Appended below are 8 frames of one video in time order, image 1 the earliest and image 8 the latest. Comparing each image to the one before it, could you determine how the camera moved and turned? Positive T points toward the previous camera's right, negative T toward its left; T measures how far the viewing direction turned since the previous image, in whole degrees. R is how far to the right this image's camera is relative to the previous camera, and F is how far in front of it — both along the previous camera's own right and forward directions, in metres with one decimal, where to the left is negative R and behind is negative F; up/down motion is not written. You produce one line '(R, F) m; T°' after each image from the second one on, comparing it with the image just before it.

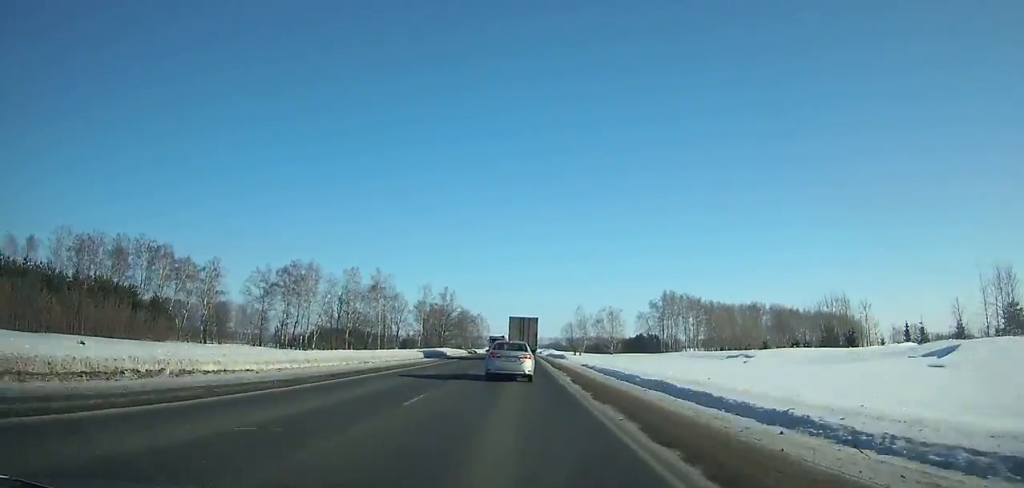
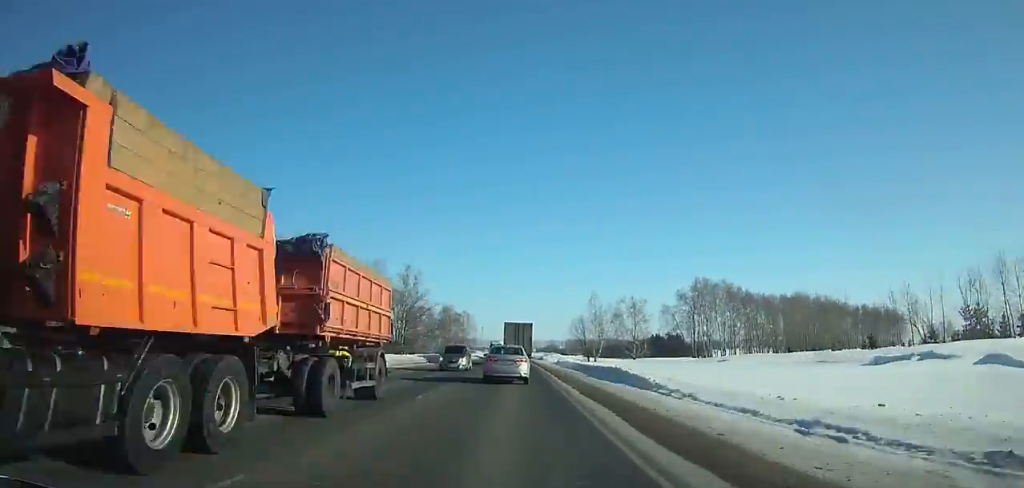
(+0.2, +45.2) m; 0°
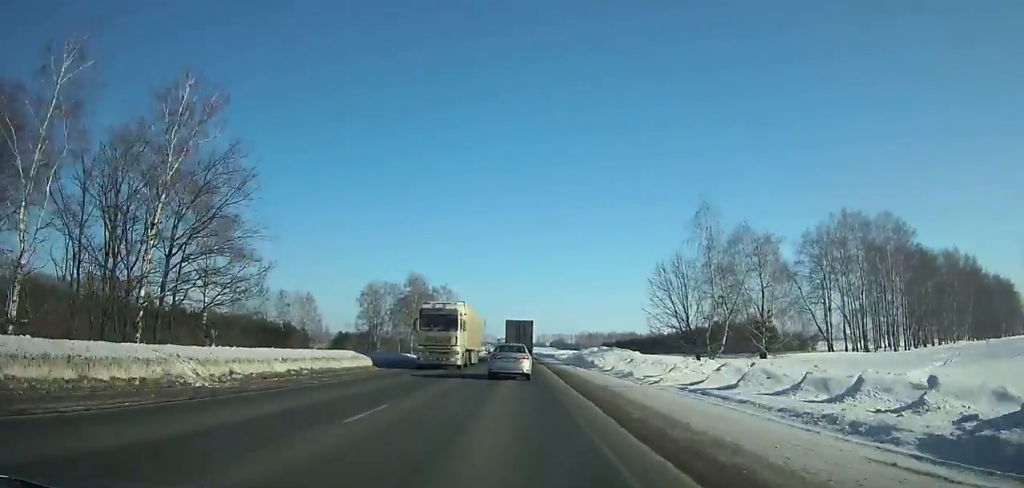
(-0.2, +77.2) m; 0°
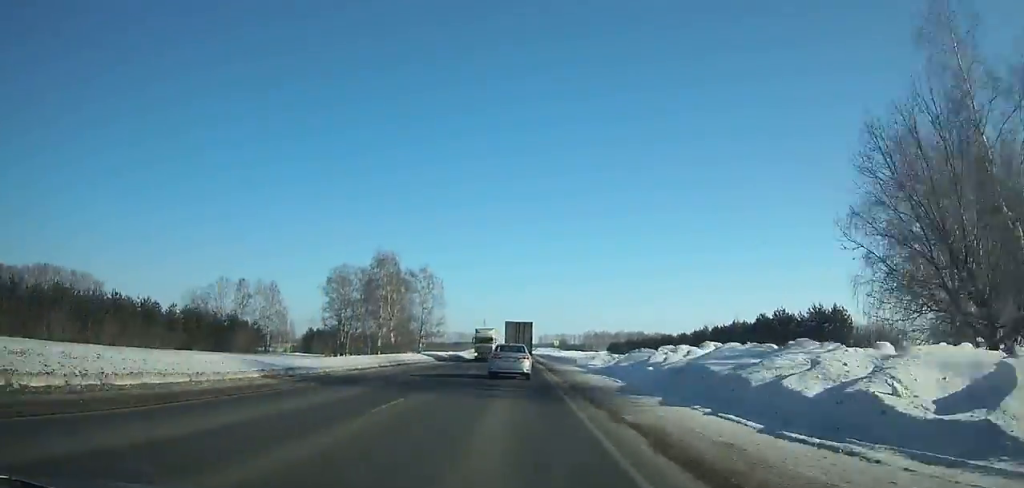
(0.0, +34.0) m; 0°
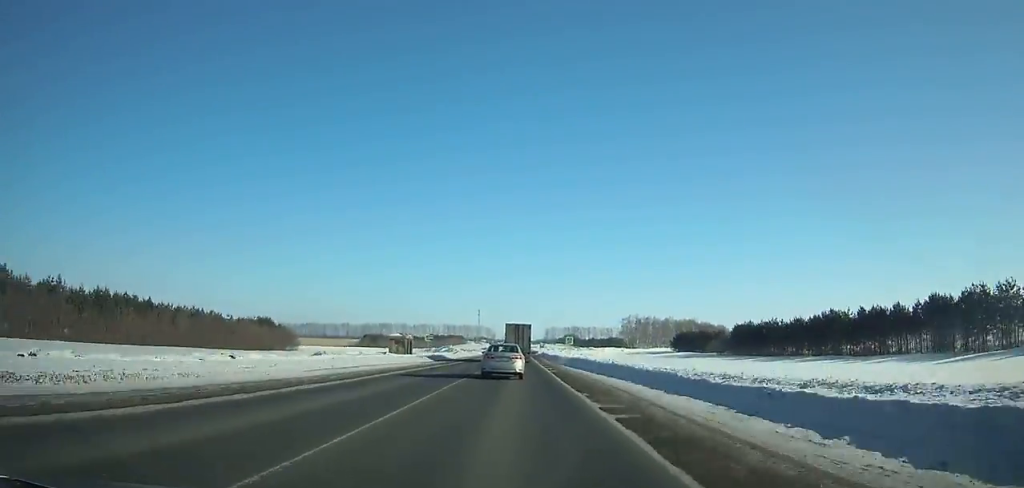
(-0.6, +166.0) m; -1°
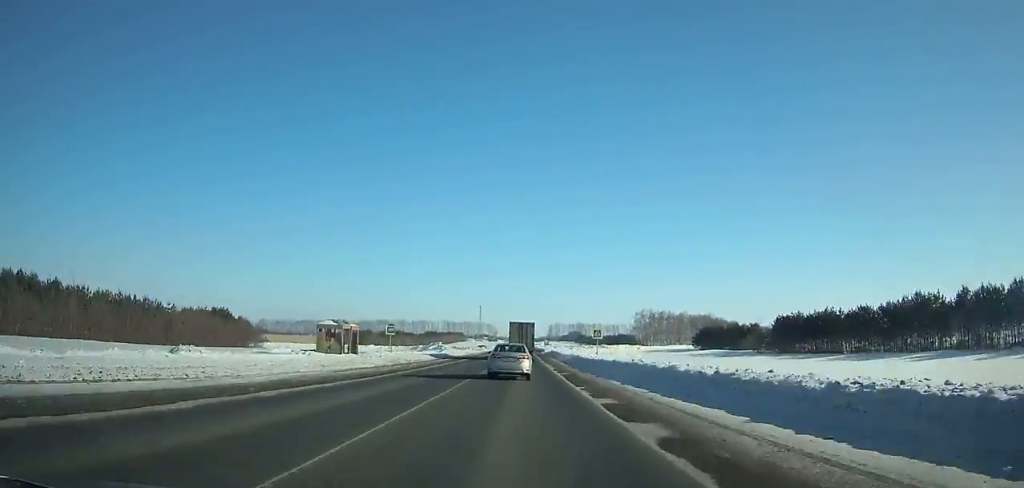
(0.0, +25.9) m; 0°
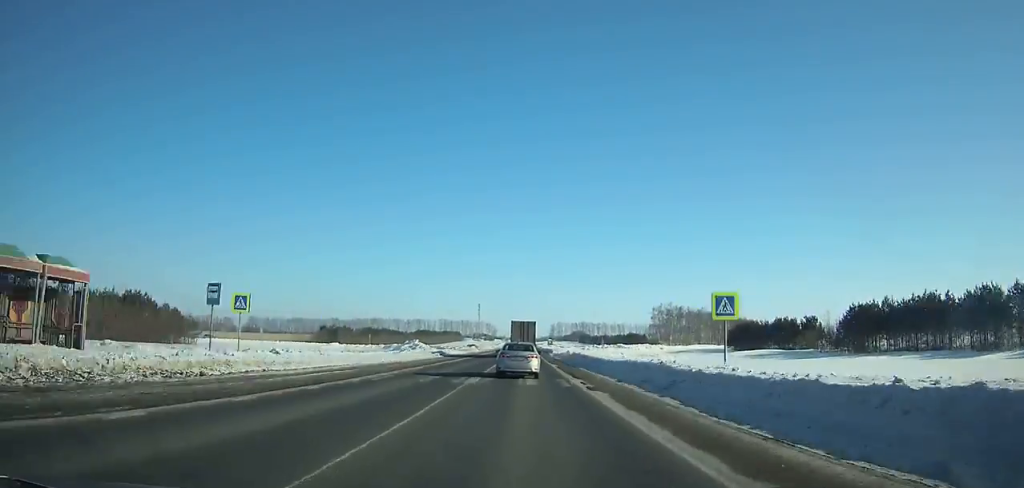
(-0.1, +32.5) m; 0°
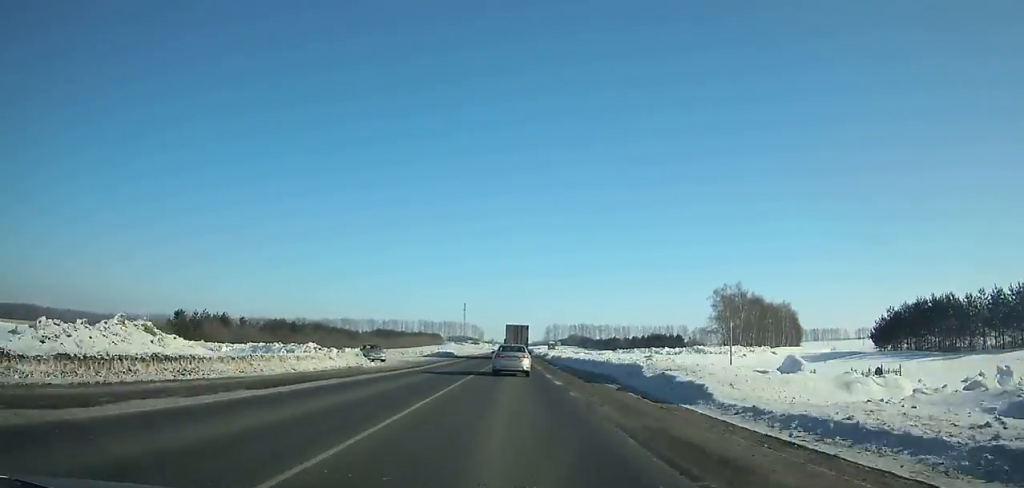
(+0.5, +81.9) m; 0°
